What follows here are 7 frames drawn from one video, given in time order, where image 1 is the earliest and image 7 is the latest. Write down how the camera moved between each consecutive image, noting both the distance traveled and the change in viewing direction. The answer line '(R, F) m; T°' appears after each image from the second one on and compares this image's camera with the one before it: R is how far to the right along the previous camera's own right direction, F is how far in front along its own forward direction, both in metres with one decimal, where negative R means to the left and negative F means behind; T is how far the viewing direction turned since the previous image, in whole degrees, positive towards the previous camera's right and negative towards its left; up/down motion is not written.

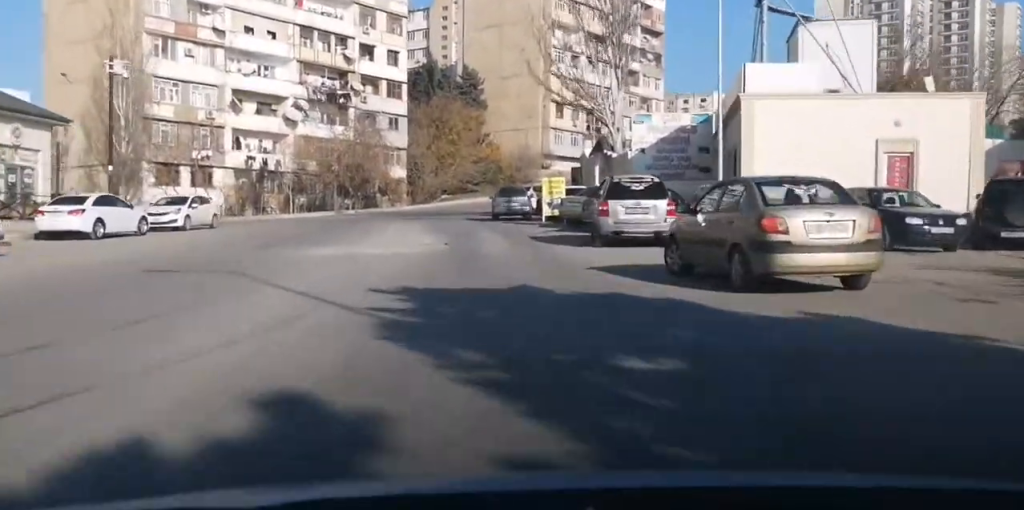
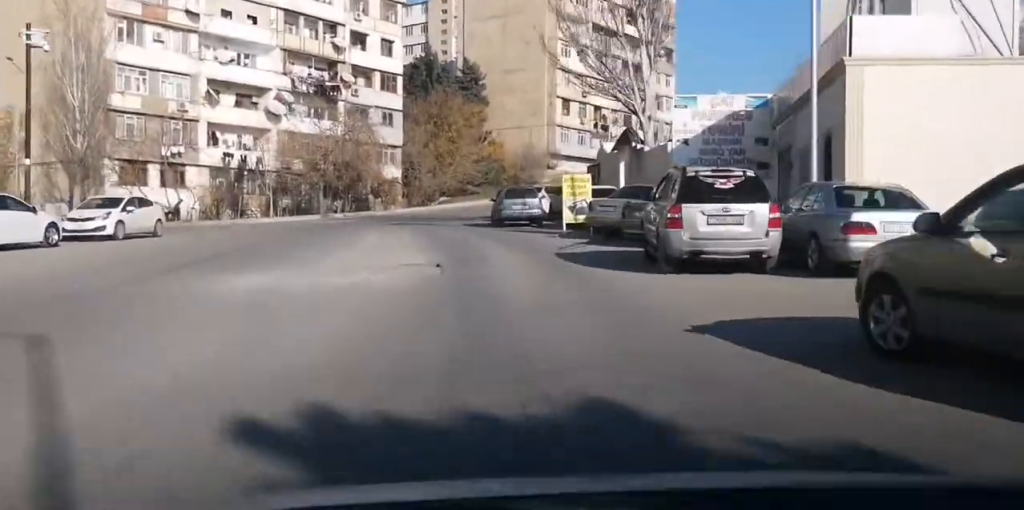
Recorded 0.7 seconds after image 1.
(0.0, +6.9) m; 0°
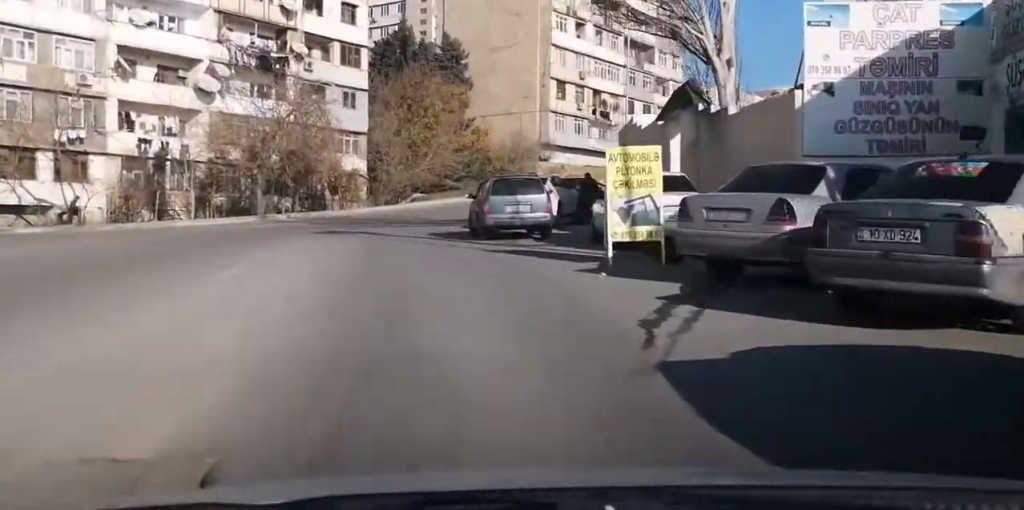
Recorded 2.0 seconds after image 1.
(0.0, +12.9) m; 0°
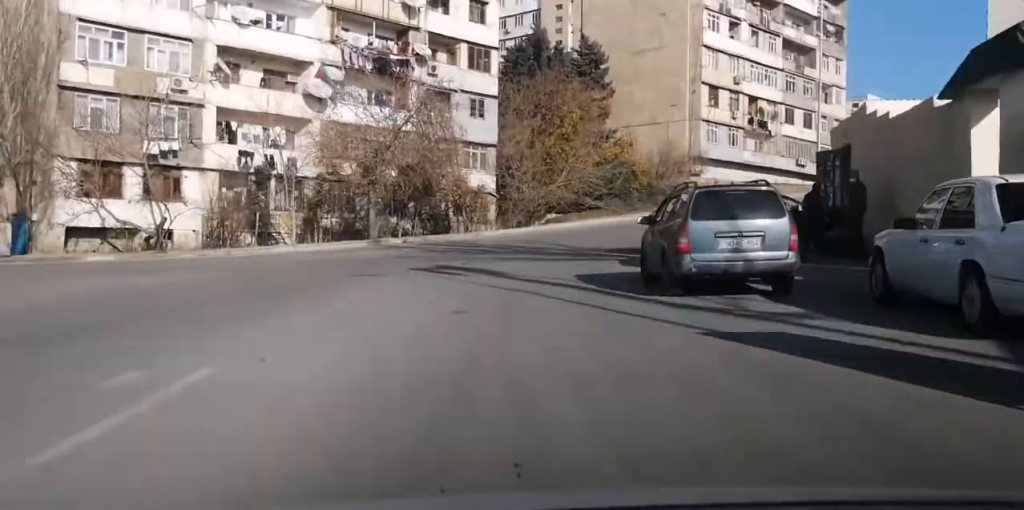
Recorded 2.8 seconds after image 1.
(0.0, +8.4) m; 0°
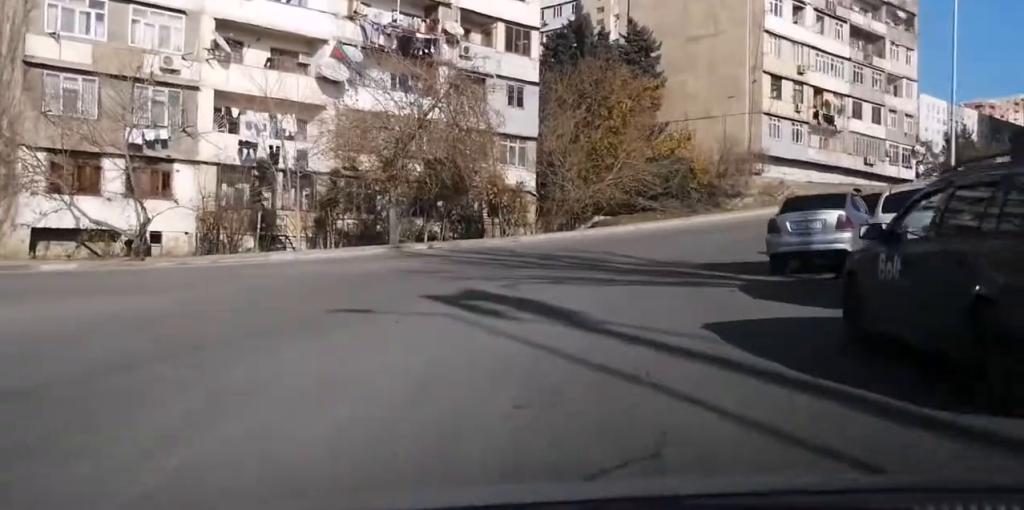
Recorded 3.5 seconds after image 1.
(0.0, +6.8) m; 0°
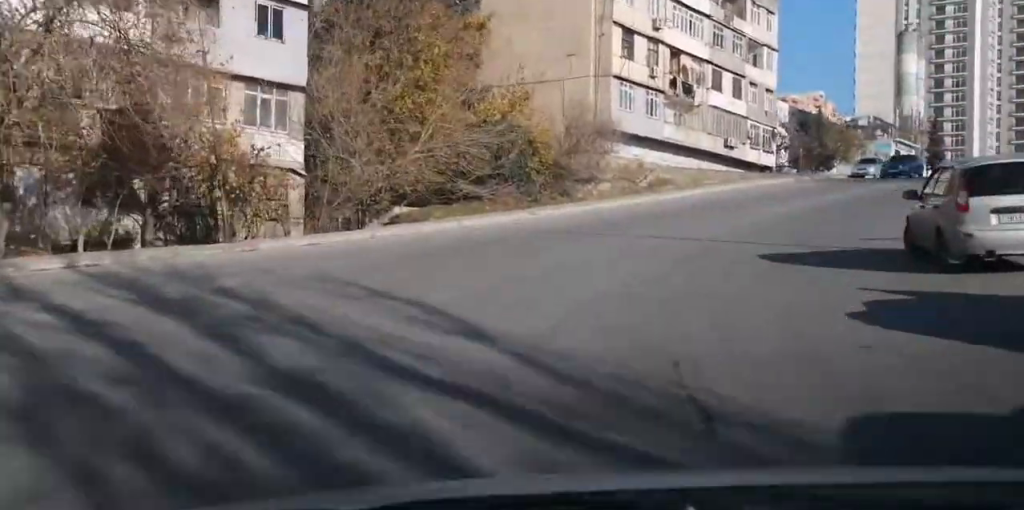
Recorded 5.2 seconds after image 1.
(+0.2, +17.5) m; +5°
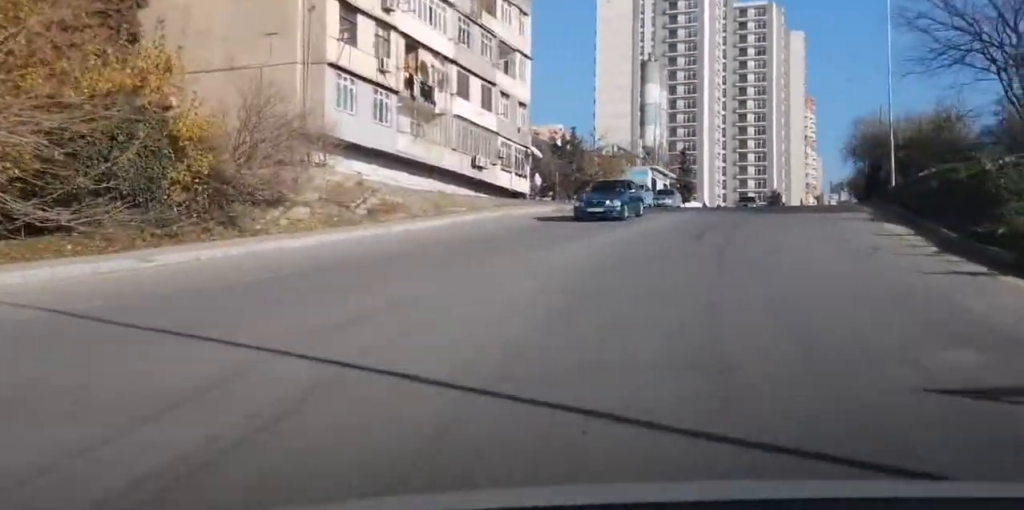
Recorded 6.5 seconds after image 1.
(+1.7, +13.3) m; +15°
